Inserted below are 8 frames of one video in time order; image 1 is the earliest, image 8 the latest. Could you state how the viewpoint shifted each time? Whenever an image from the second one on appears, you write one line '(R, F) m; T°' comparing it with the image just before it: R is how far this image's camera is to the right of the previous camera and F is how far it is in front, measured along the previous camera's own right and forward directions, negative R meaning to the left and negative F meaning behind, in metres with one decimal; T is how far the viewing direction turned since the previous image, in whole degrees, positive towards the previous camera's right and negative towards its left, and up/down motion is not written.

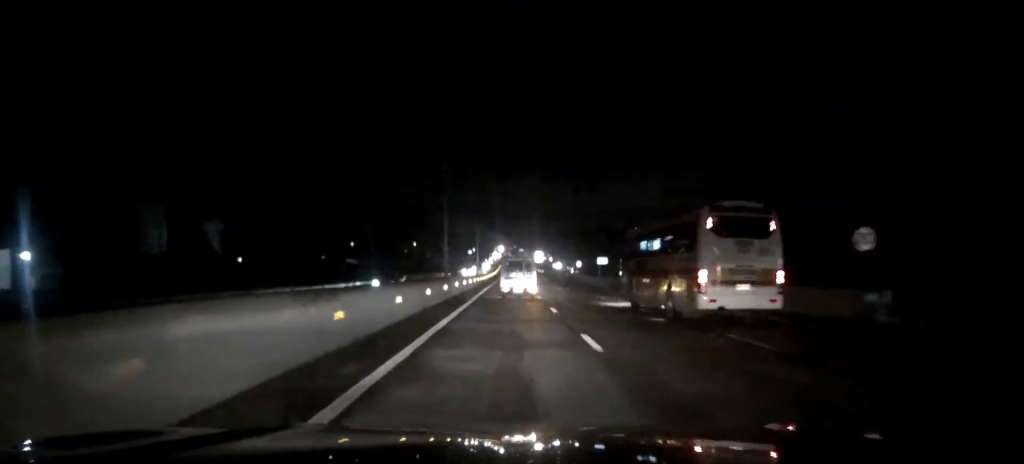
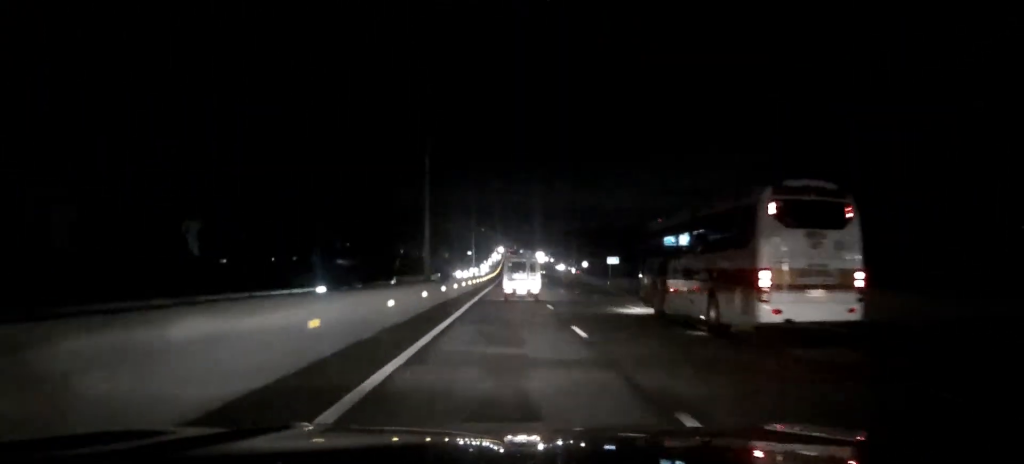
(0.0, +9.3) m; 0°
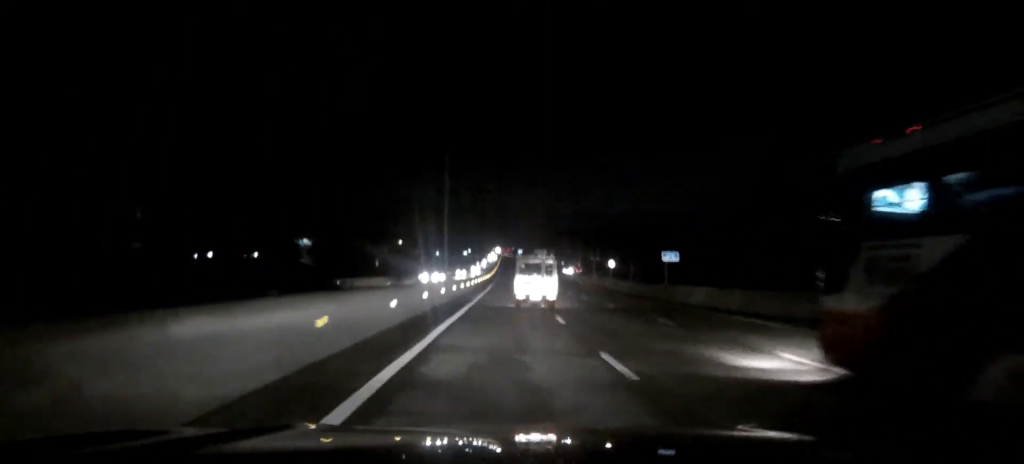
(0.0, +30.5) m; 0°
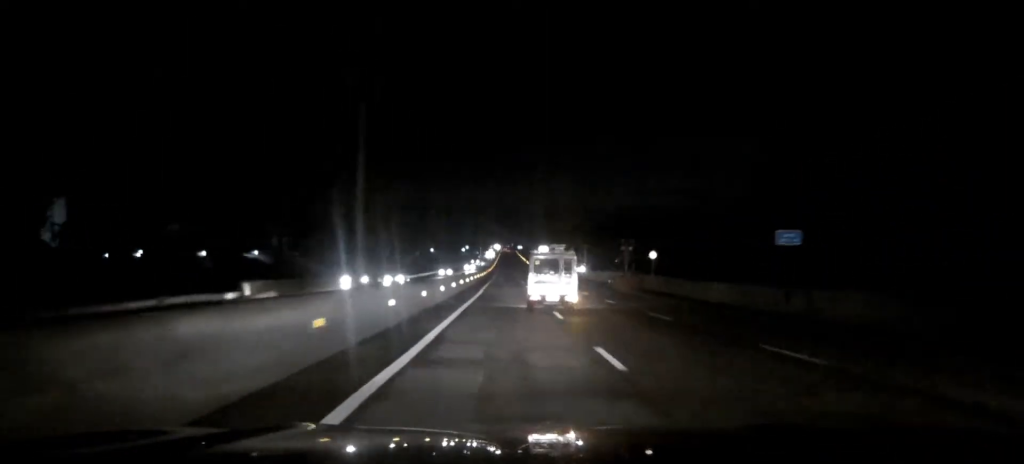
(0.0, +23.3) m; 0°
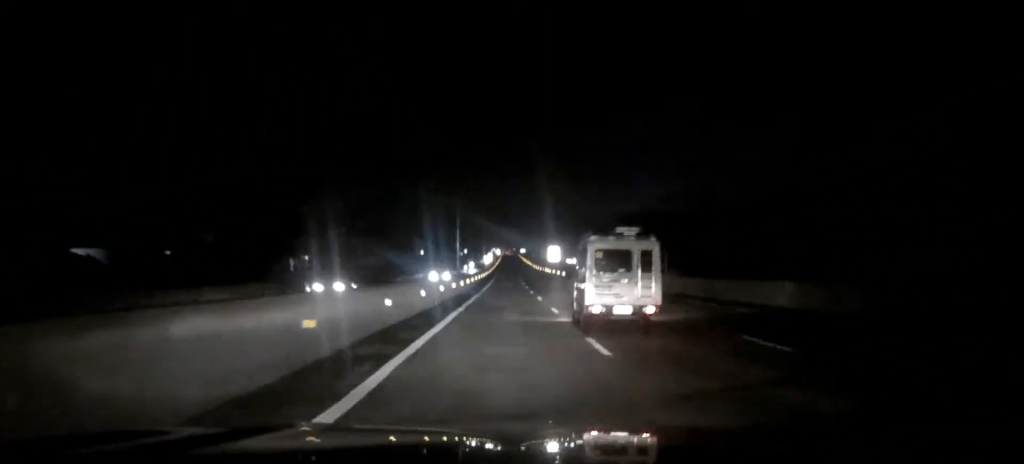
(-0.1, +47.0) m; 0°
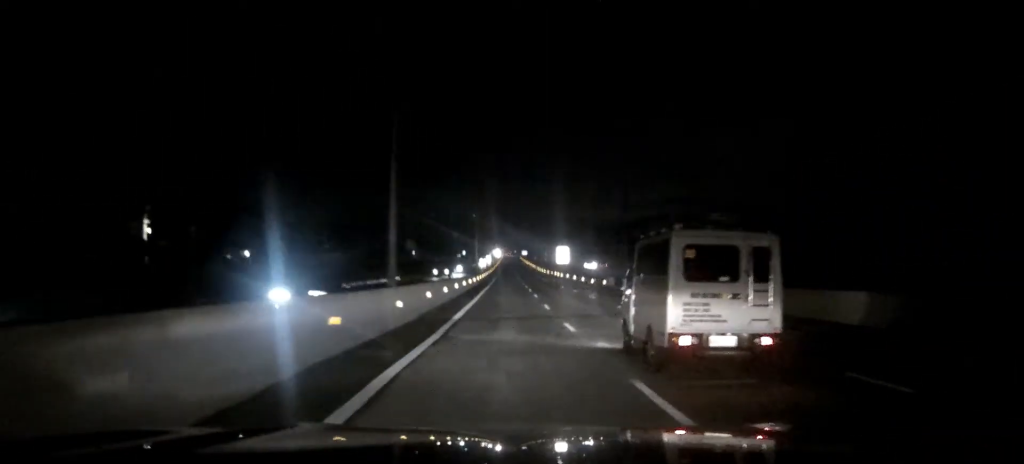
(0.0, +29.5) m; 0°
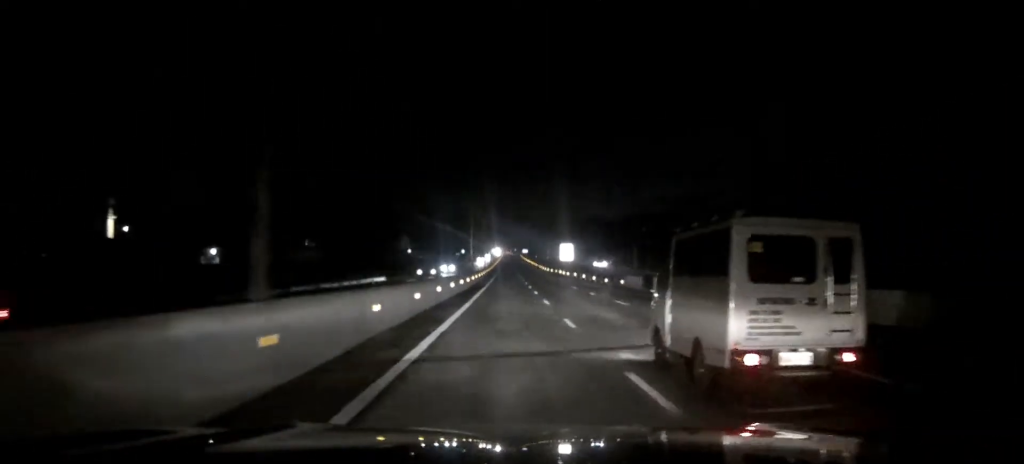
(0.0, +11.4) m; 0°
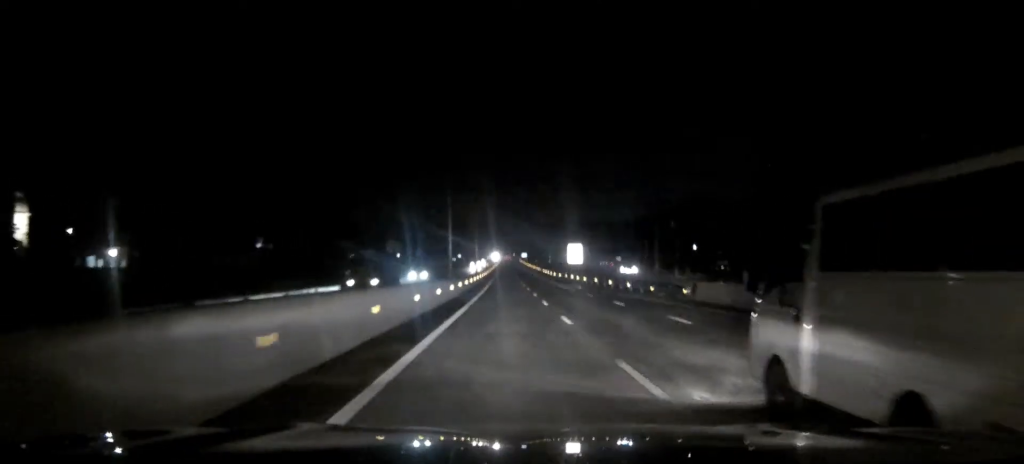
(0.0, +23.2) m; 0°
